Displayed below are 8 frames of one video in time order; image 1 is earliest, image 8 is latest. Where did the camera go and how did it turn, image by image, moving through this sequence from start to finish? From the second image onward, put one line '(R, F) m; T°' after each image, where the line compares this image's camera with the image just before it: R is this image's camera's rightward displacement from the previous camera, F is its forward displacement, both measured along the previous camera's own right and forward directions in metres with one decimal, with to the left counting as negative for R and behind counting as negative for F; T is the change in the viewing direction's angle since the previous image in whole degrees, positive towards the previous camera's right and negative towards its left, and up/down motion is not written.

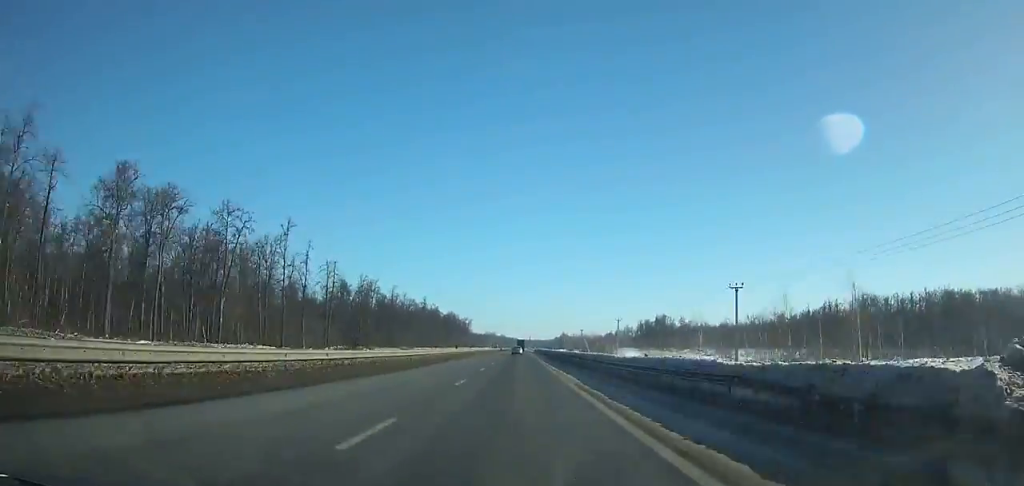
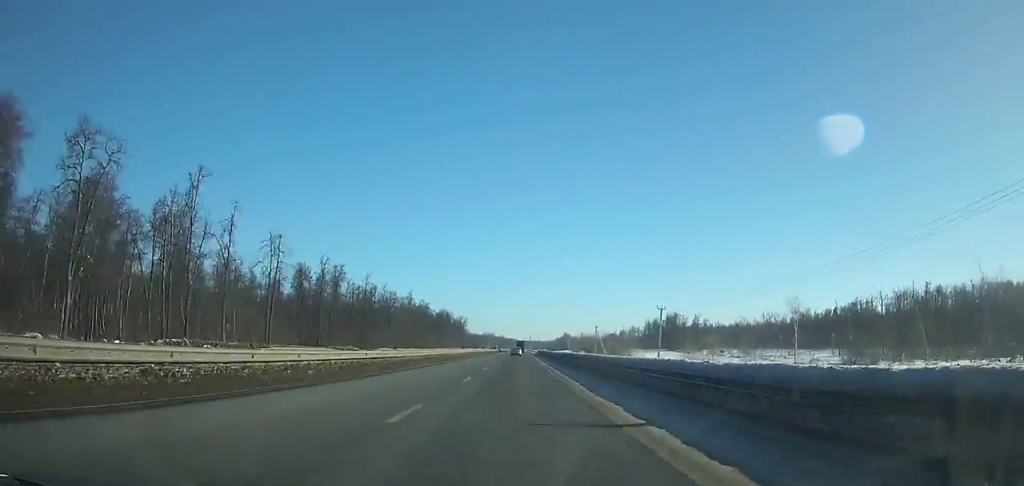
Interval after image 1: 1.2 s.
(+0.1, +33.0) m; 0°
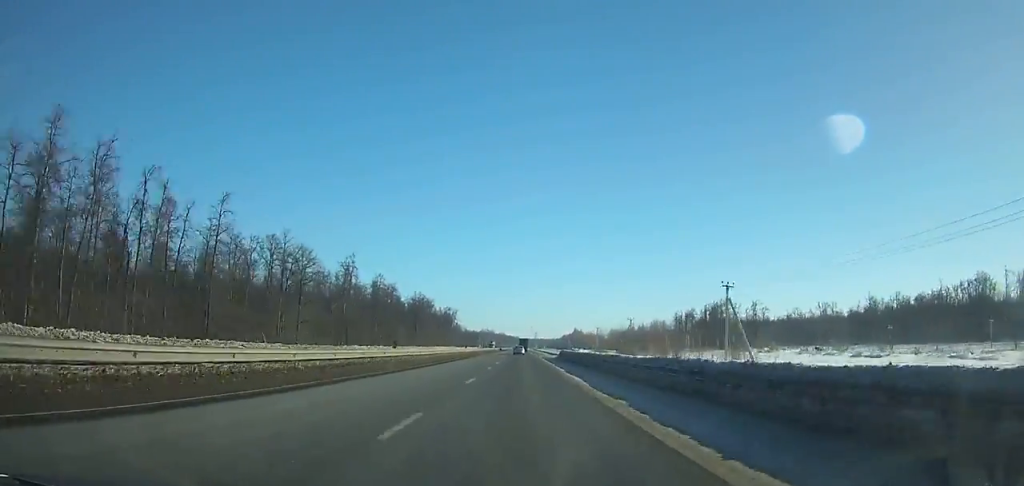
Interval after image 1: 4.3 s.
(-0.3, +85.3) m; 0°
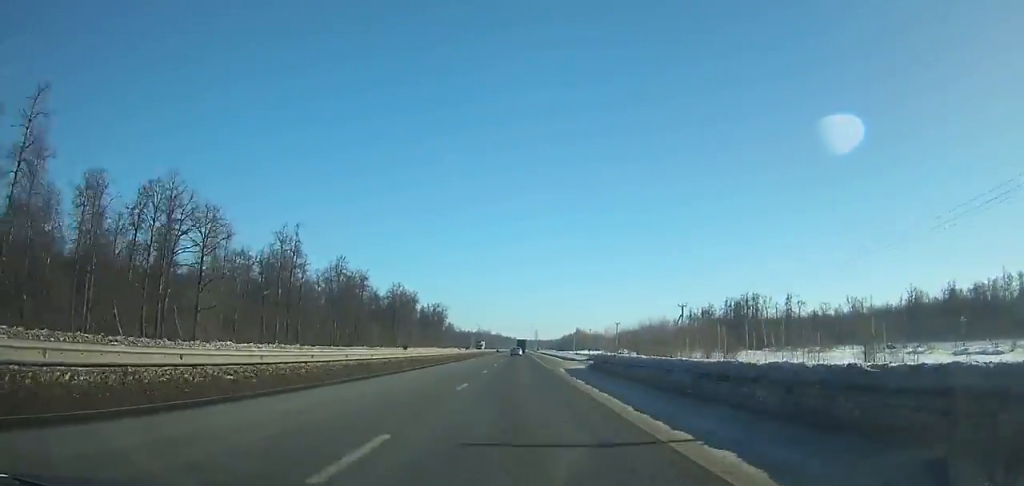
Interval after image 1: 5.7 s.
(+0.1, +38.5) m; 0°
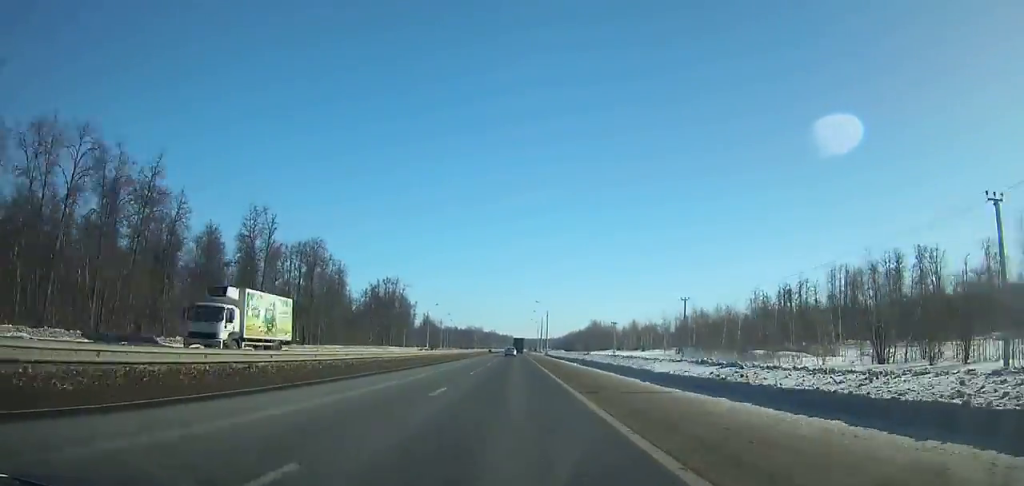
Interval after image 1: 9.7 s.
(+0.5, +110.1) m; 0°
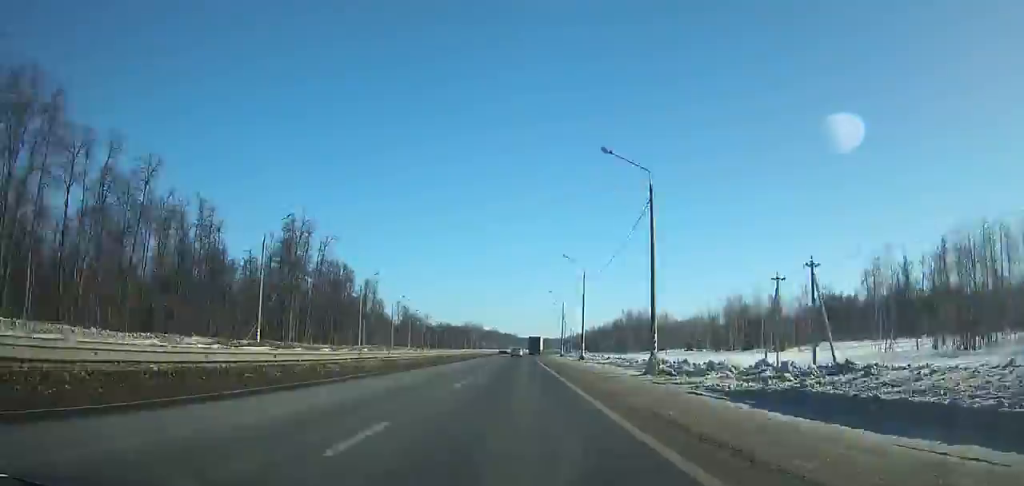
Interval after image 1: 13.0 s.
(-0.2, +90.8) m; 0°
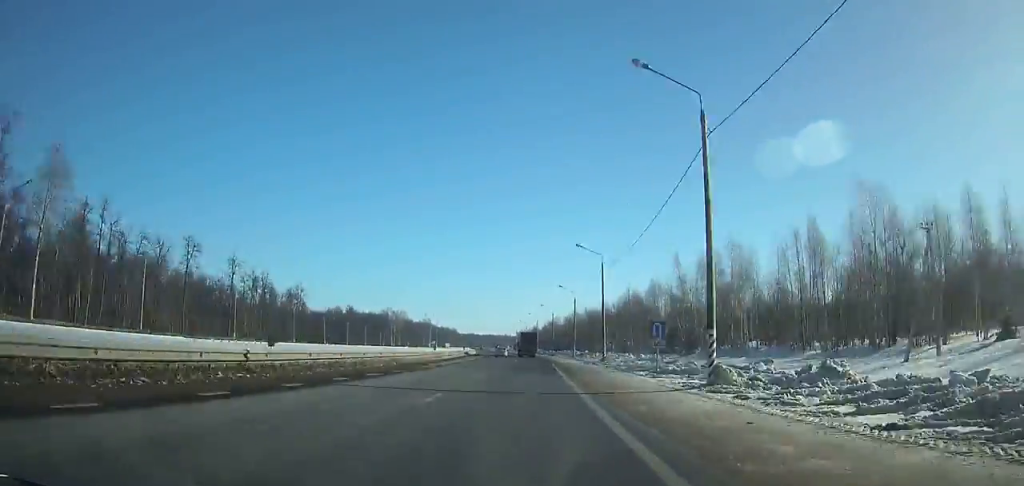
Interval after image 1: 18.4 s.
(+6.0, +148.2) m; +3°
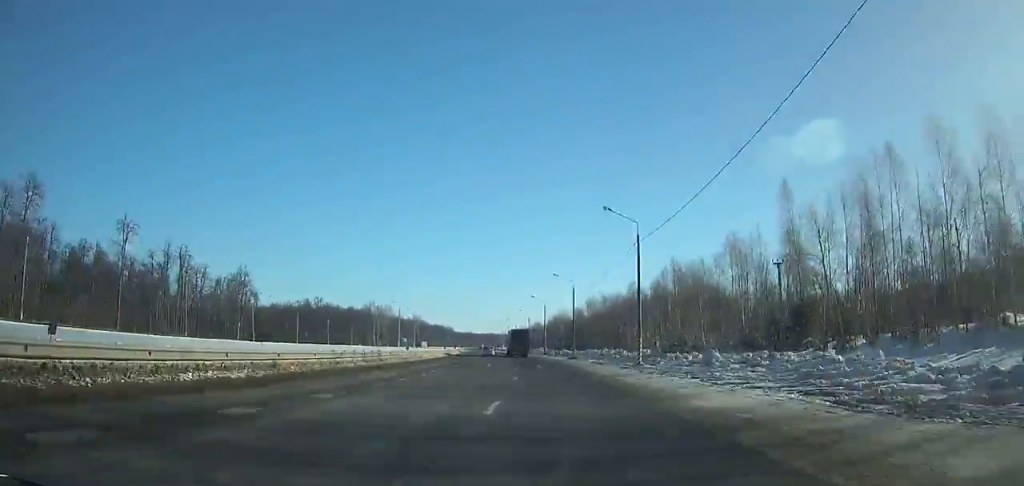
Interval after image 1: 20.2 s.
(+0.1, +49.8) m; -1°
